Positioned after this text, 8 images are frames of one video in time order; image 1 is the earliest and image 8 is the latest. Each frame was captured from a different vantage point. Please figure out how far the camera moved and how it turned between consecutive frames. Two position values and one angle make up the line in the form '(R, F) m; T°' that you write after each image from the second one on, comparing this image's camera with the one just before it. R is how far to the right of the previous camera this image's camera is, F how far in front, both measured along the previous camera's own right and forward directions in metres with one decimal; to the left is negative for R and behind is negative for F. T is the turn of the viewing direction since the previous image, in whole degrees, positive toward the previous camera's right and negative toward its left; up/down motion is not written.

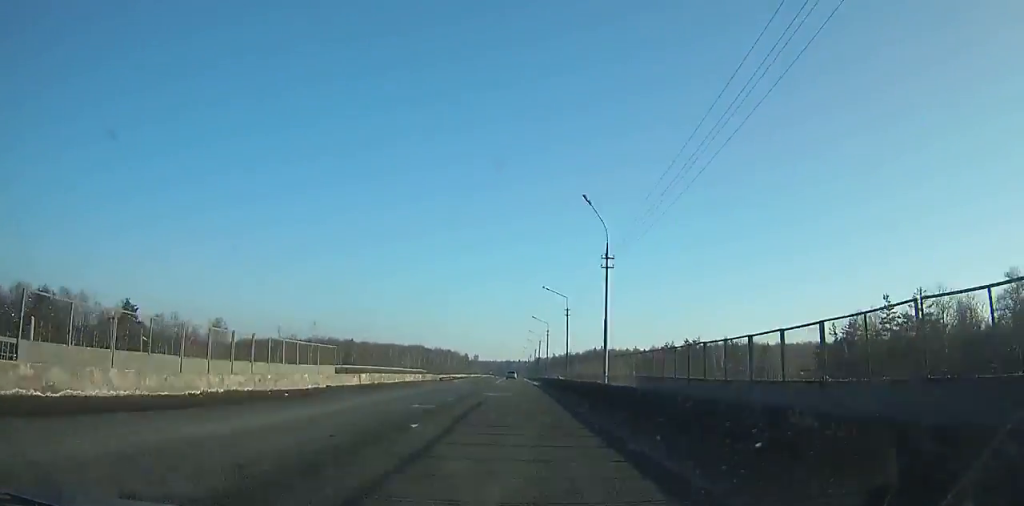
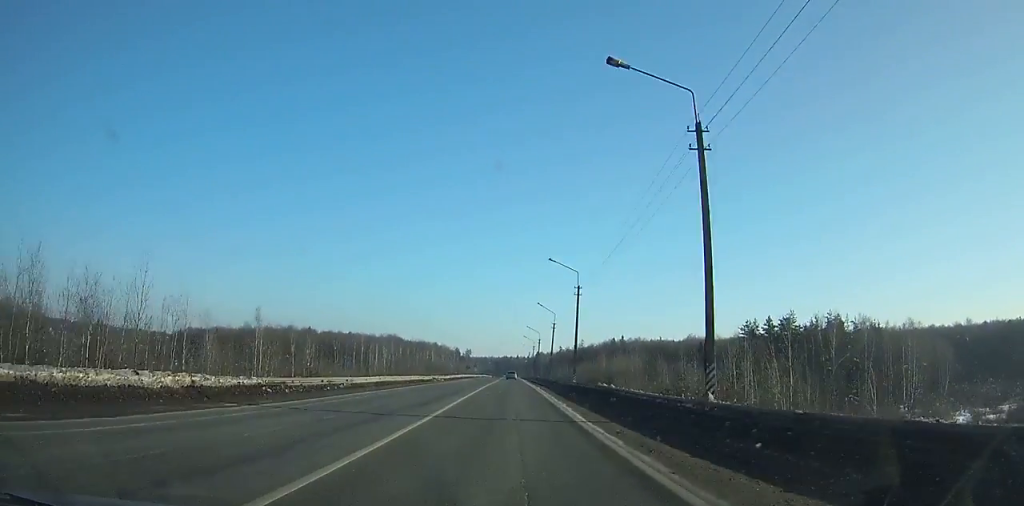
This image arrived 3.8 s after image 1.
(+0.1, +87.6) m; 0°
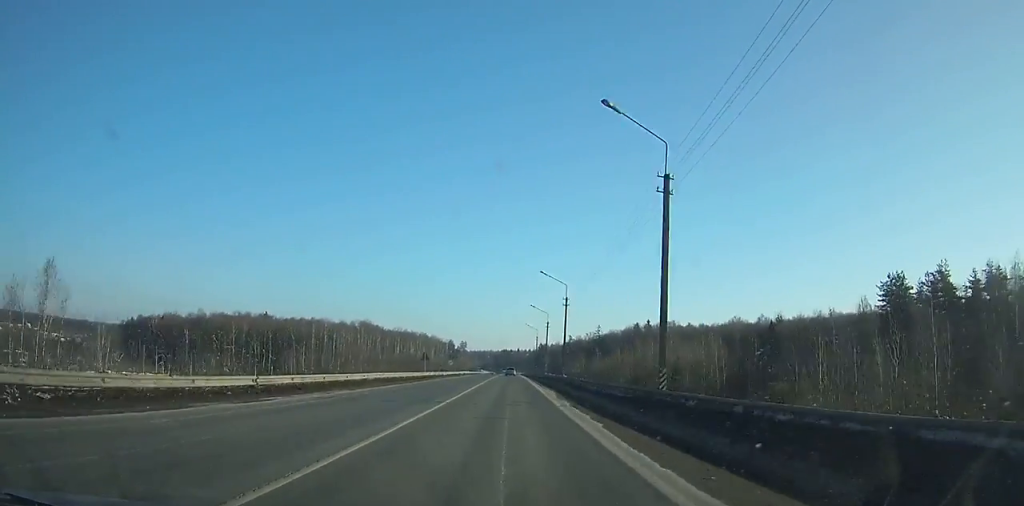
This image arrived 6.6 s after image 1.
(-0.1, +65.5) m; 0°
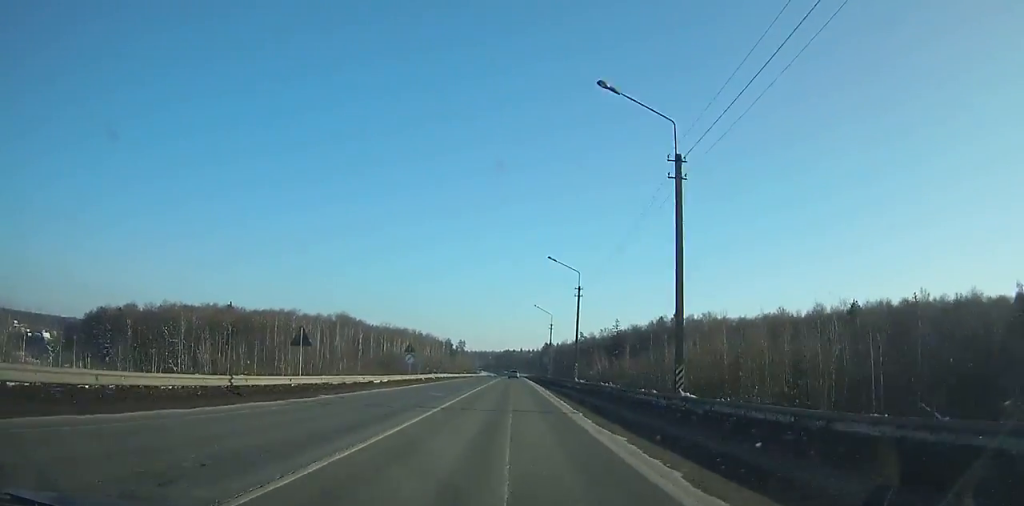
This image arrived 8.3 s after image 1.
(-0.1, +40.3) m; 0°
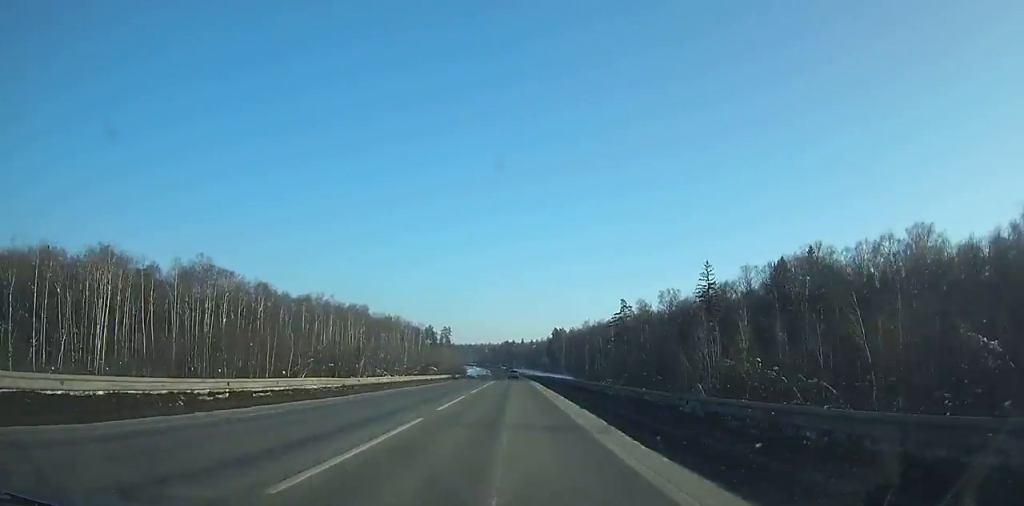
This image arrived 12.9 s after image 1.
(0.0, +110.4) m; 0°
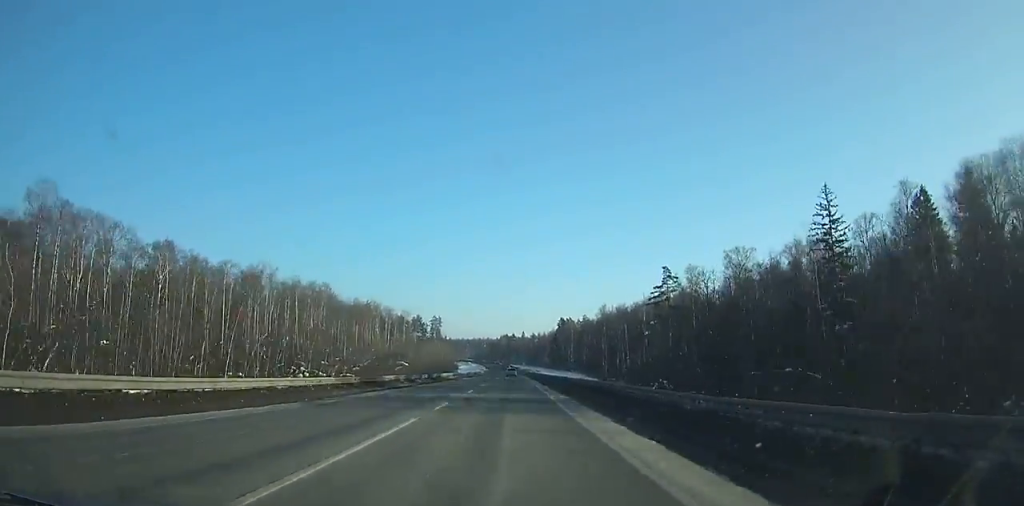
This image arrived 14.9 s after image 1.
(+0.1, +48.6) m; 0°
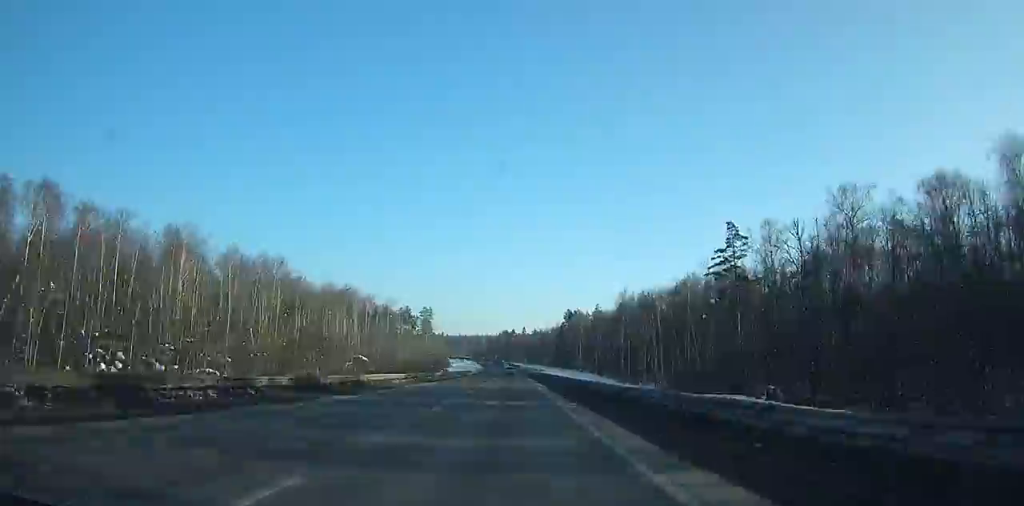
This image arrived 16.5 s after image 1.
(0.0, +38.9) m; 0°
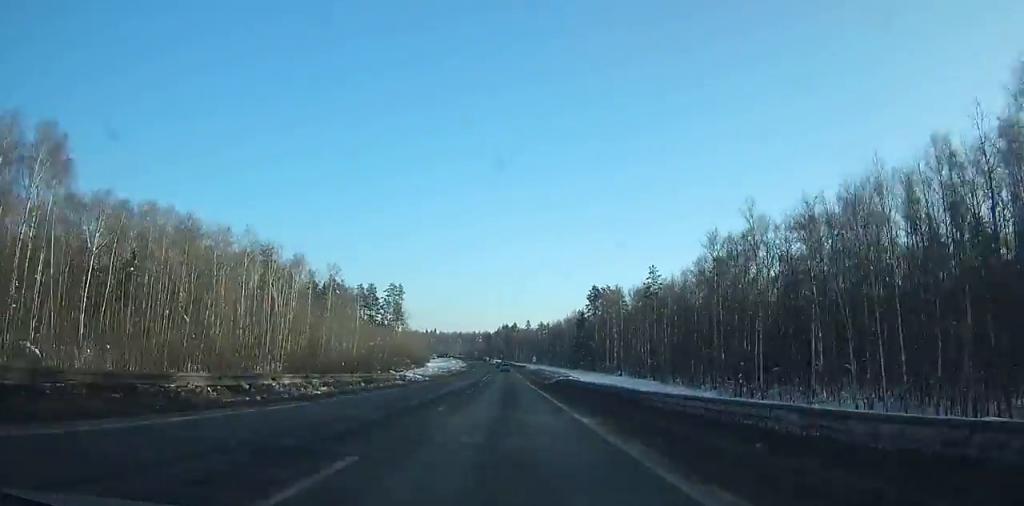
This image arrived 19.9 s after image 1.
(-0.5, +82.6) m; -1°
